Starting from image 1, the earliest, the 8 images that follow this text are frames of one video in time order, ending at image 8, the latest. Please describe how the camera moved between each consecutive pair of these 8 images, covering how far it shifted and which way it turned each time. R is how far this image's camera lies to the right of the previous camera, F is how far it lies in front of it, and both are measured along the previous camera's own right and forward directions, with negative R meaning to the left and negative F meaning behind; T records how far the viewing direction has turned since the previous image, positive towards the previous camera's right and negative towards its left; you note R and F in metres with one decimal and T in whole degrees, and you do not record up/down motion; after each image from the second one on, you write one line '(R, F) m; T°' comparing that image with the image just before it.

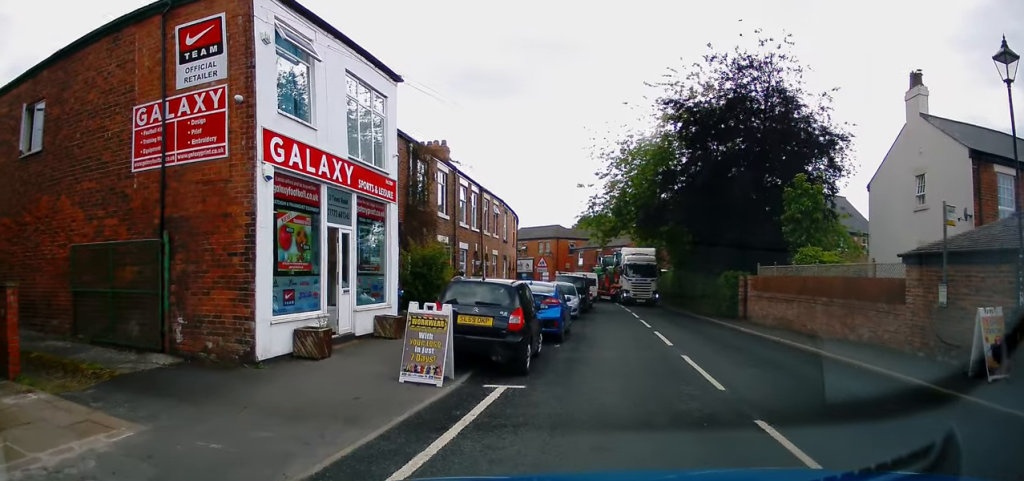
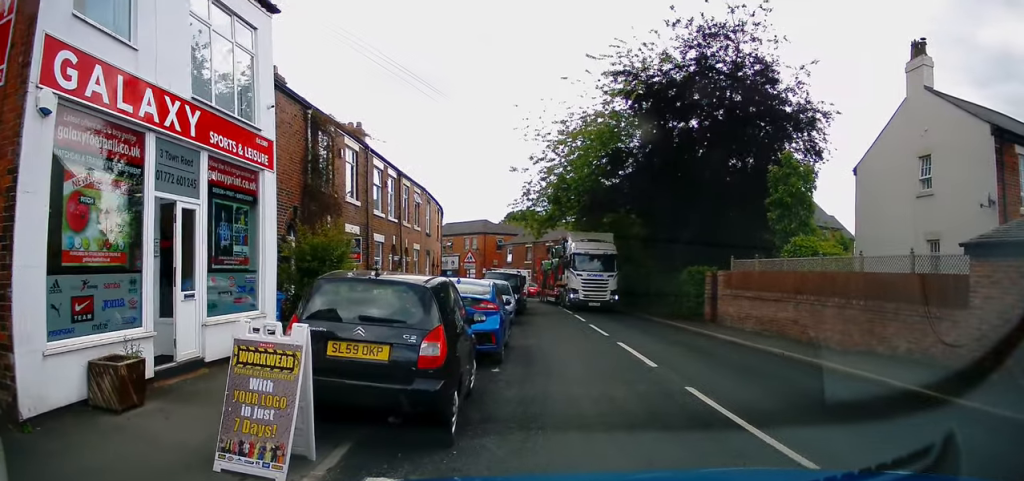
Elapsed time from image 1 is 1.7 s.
(0.0, +3.9) m; 0°
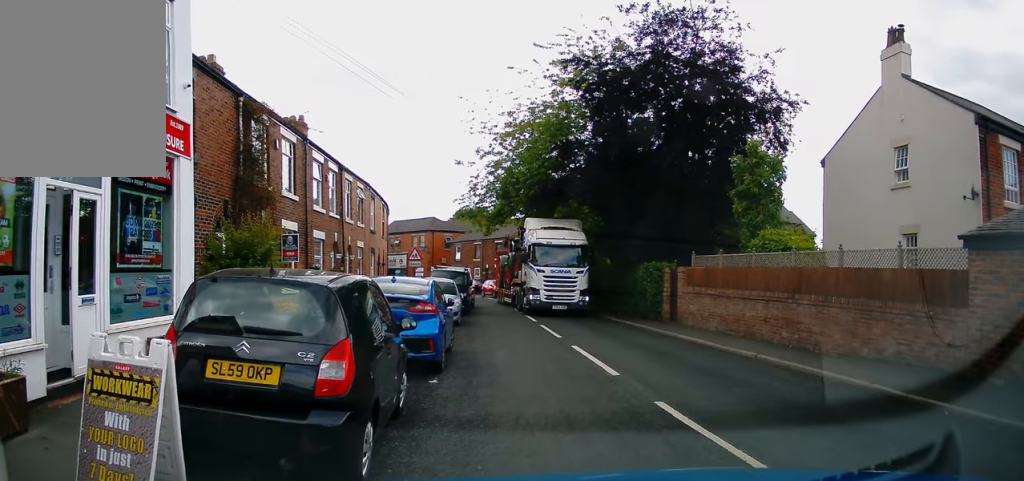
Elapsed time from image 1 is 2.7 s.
(0.0, +1.0) m; 0°
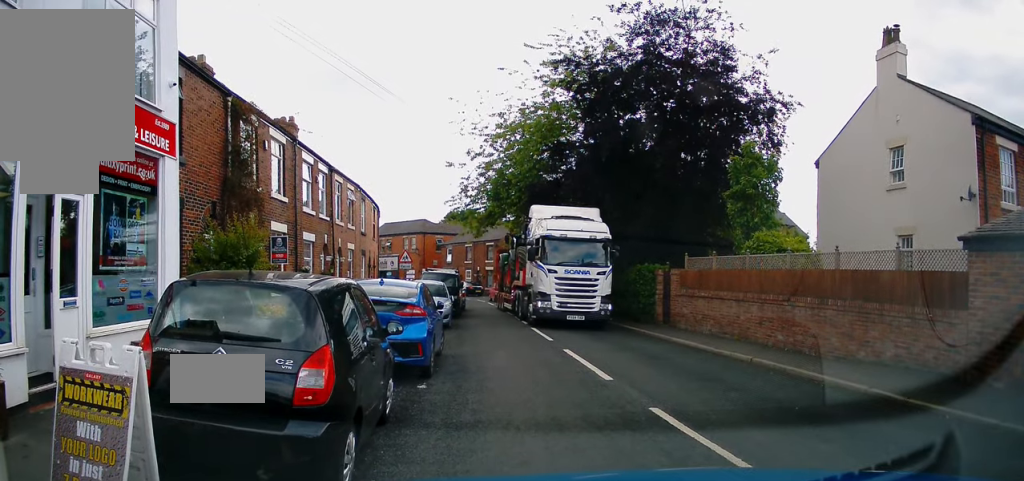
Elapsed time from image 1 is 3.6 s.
(0.0, +0.2) m; 0°
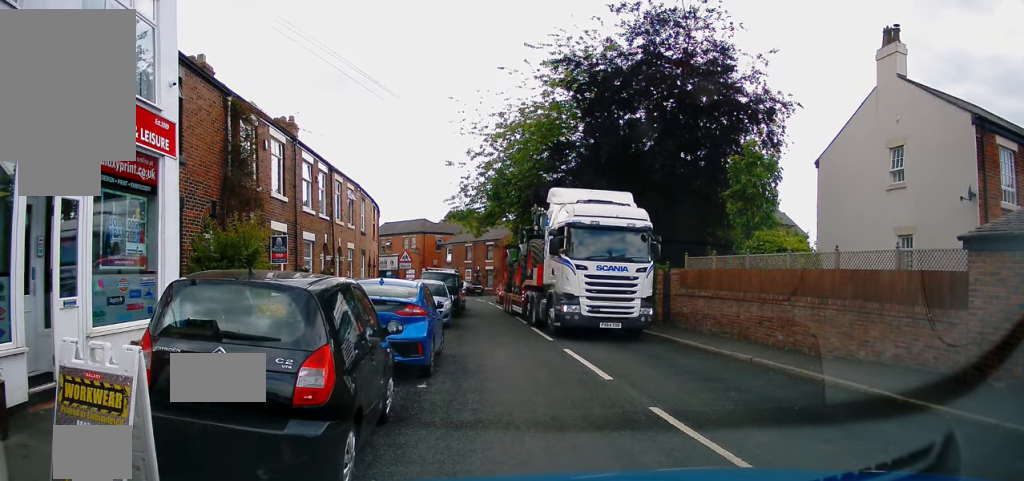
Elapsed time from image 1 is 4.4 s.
(0.0, 0.0) m; 0°
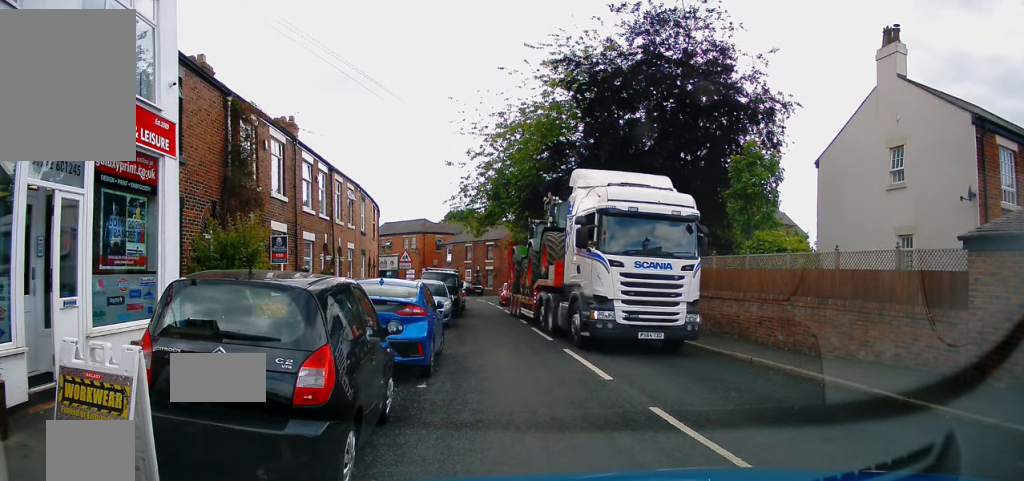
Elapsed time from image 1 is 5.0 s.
(0.0, 0.0) m; 0°
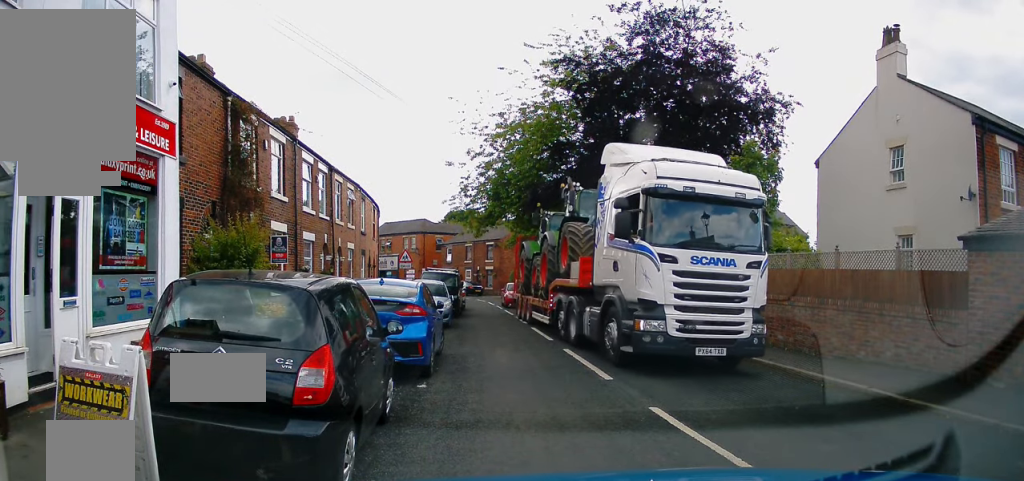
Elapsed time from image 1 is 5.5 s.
(0.0, 0.0) m; 0°
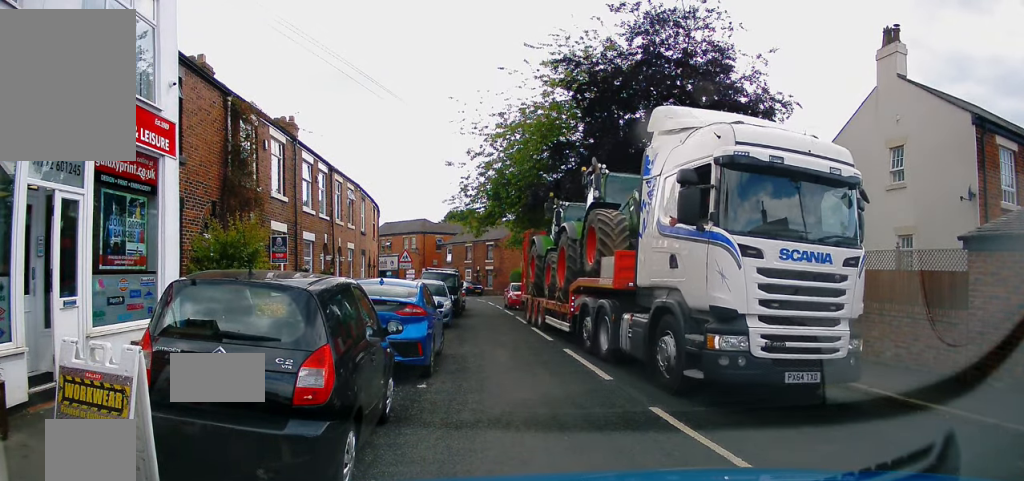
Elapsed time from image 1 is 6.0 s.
(0.0, 0.0) m; 0°
